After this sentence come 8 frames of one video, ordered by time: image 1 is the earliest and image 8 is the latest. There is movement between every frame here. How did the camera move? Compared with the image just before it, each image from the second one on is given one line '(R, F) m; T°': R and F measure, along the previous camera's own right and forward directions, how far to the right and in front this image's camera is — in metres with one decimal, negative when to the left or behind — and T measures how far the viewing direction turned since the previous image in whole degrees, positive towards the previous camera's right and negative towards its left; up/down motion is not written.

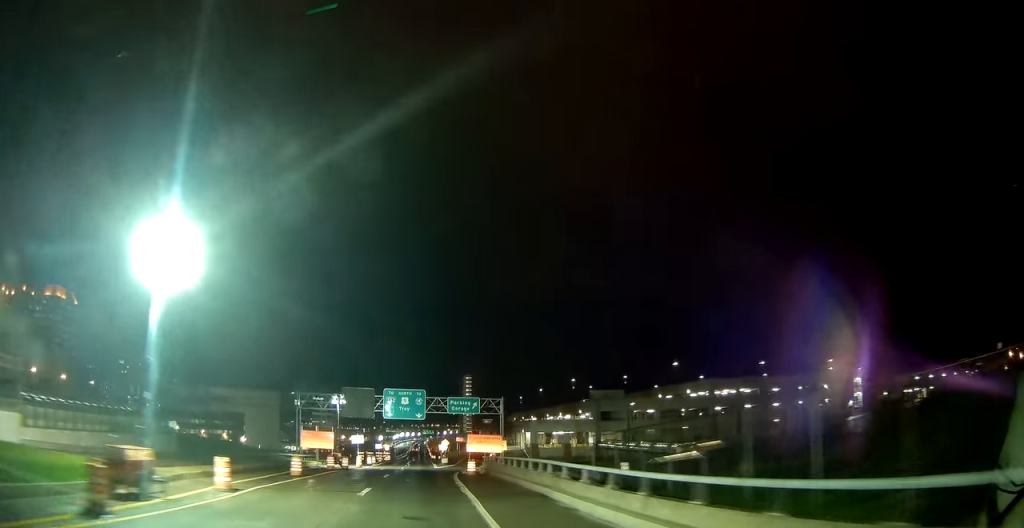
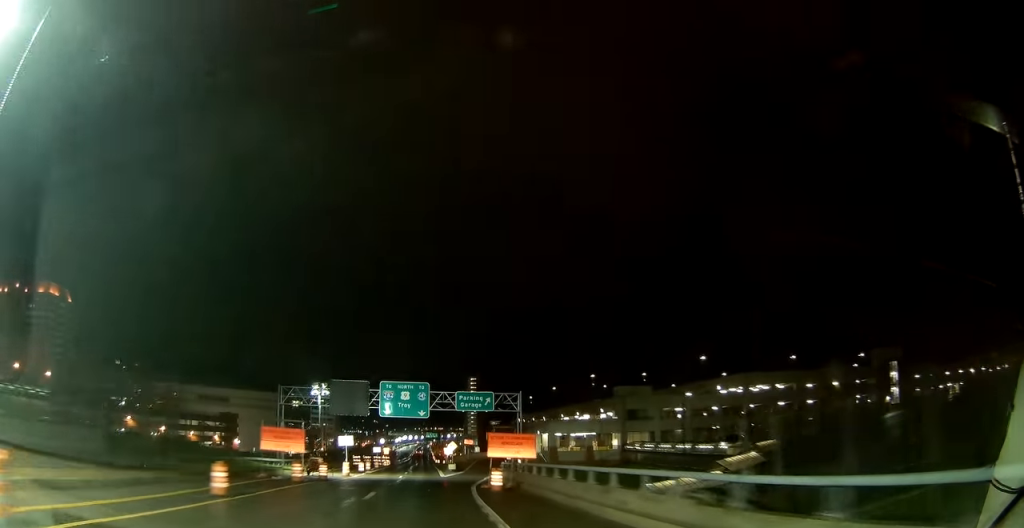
(-0.3, +12.0) m; -1°
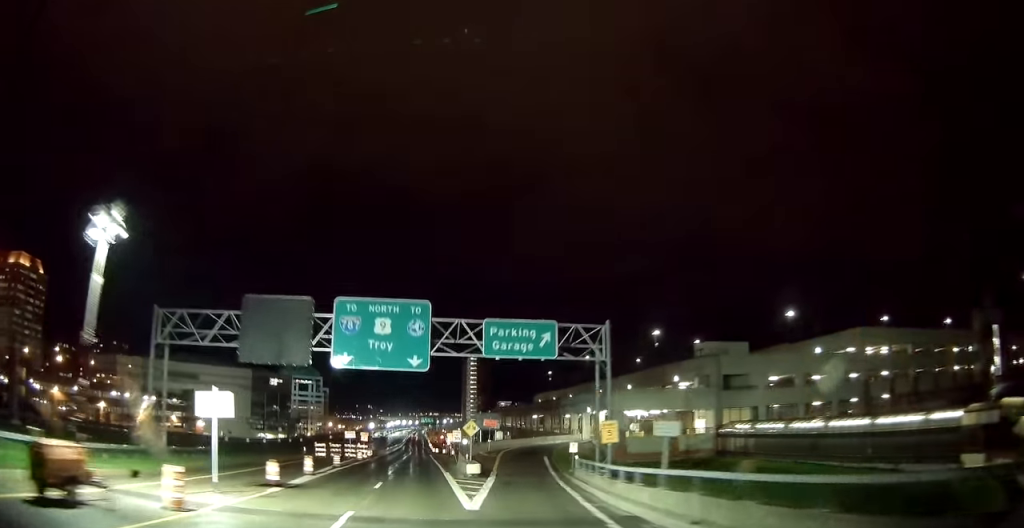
(+0.6, +31.9) m; +2°
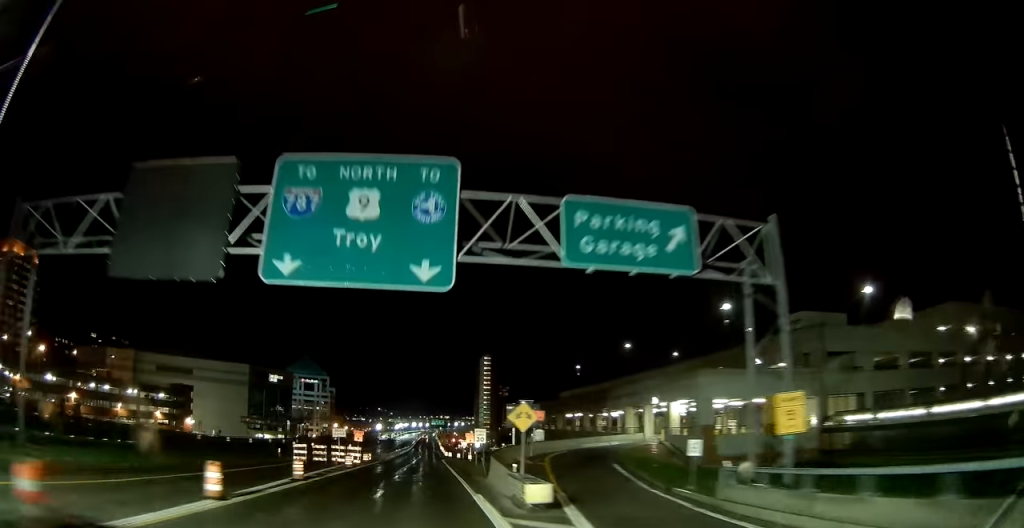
(+0.2, +16.2) m; +1°
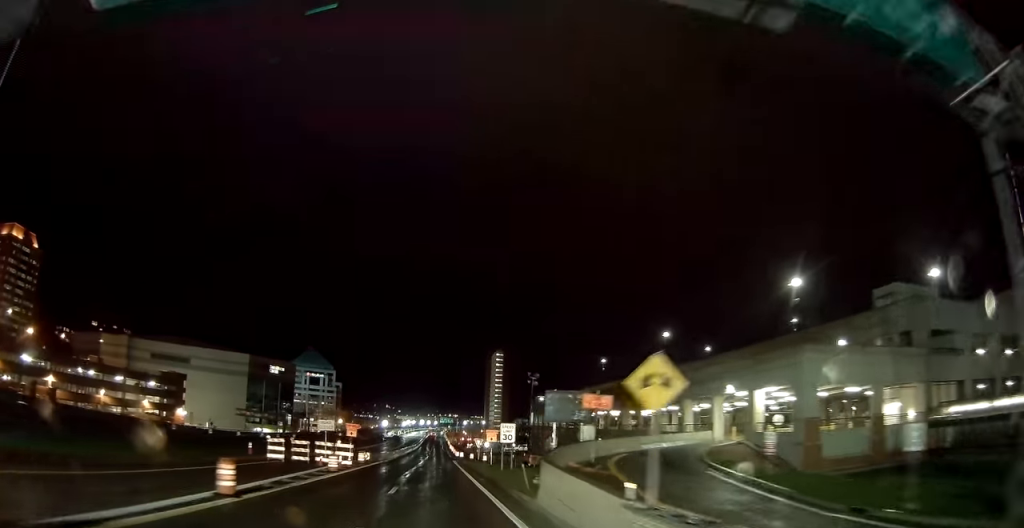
(+0.1, +11.3) m; 0°
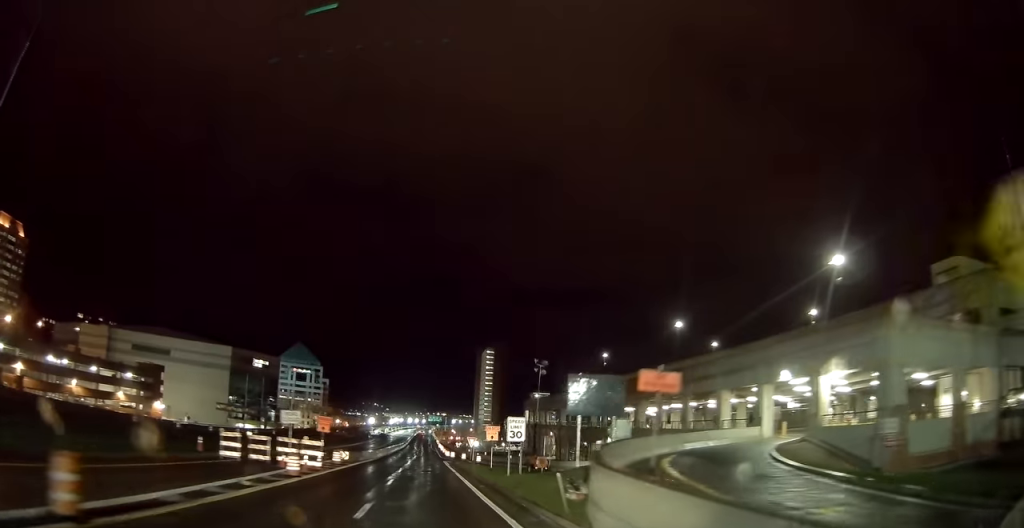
(0.0, +7.9) m; -1°
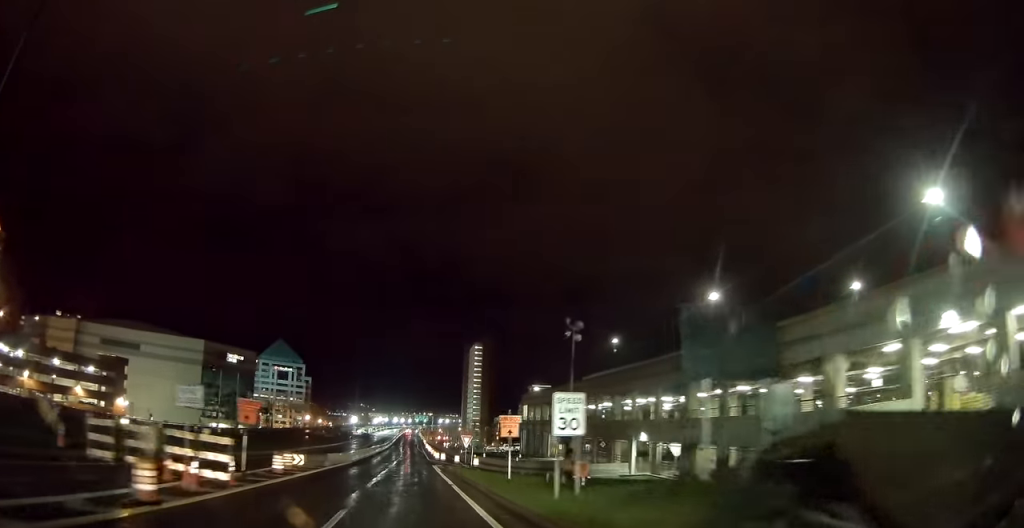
(-0.2, +13.7) m; -1°
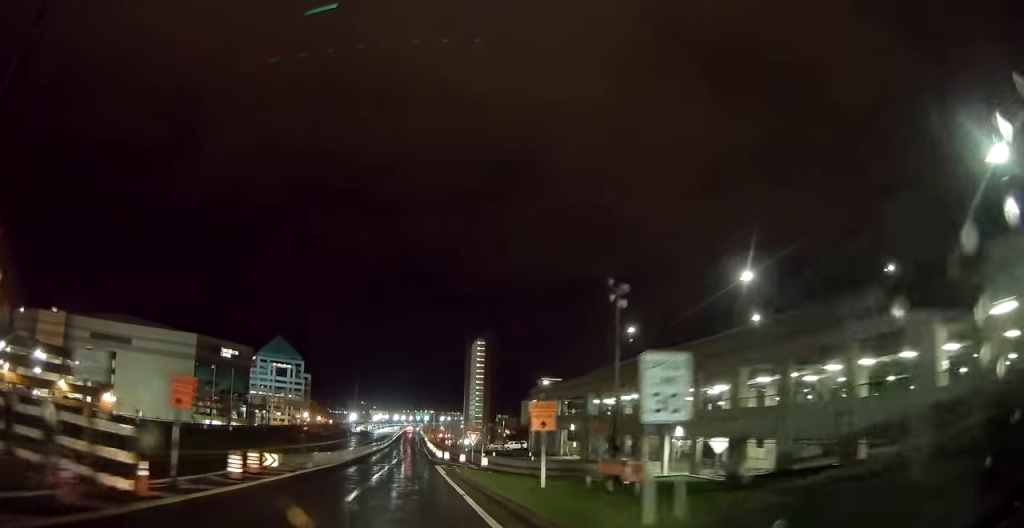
(-0.2, +6.9) m; 0°
